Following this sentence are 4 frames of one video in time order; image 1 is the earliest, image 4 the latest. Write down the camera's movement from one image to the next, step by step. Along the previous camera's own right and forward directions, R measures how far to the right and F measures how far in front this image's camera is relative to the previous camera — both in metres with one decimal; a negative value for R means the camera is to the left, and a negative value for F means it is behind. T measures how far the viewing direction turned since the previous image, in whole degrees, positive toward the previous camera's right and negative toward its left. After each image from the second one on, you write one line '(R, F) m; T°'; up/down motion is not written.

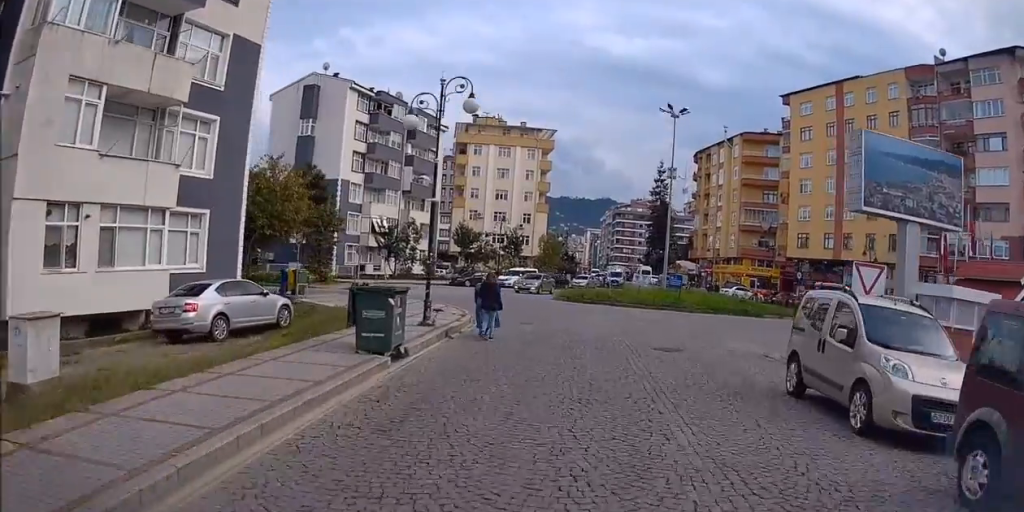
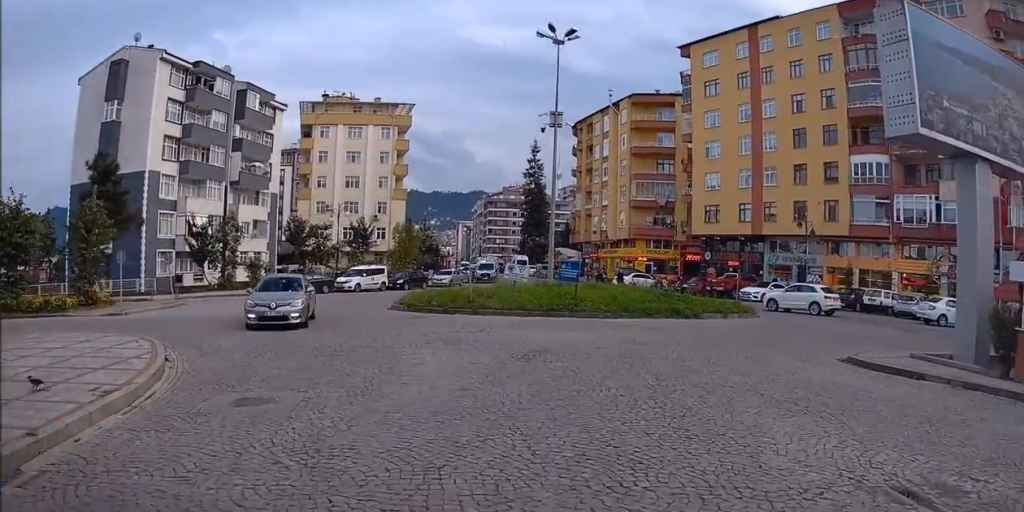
(+1.3, +13.5) m; +12°
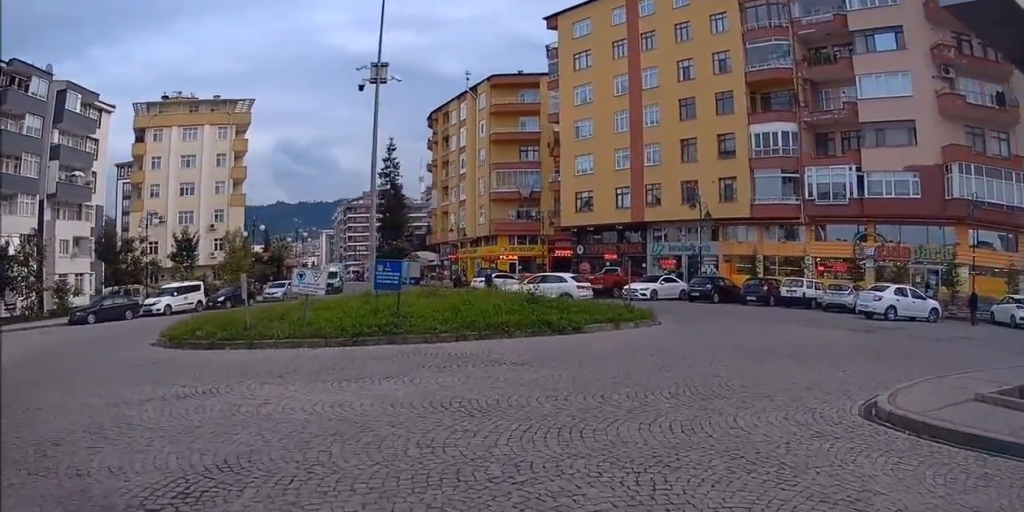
(+0.8, +9.1) m; +16°
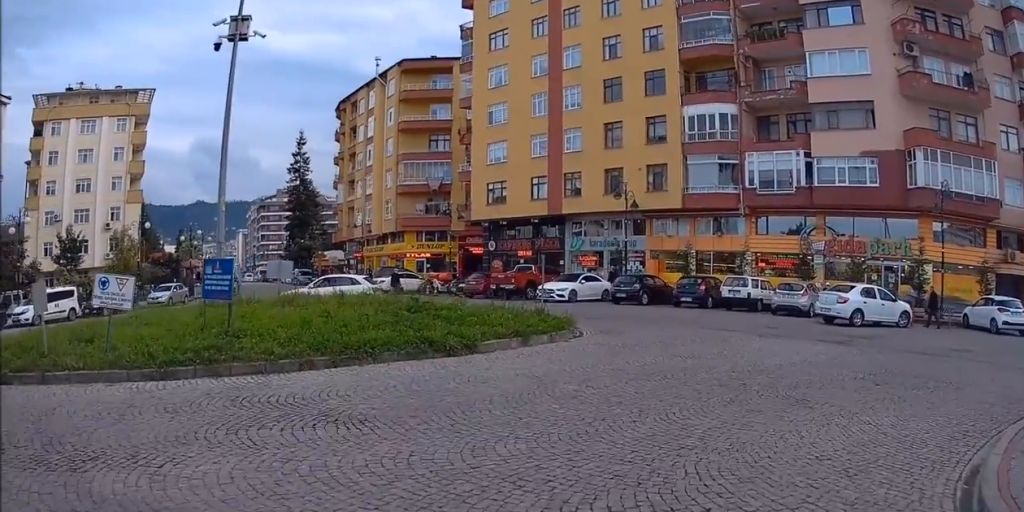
(+0.7, +5.0) m; +12°
